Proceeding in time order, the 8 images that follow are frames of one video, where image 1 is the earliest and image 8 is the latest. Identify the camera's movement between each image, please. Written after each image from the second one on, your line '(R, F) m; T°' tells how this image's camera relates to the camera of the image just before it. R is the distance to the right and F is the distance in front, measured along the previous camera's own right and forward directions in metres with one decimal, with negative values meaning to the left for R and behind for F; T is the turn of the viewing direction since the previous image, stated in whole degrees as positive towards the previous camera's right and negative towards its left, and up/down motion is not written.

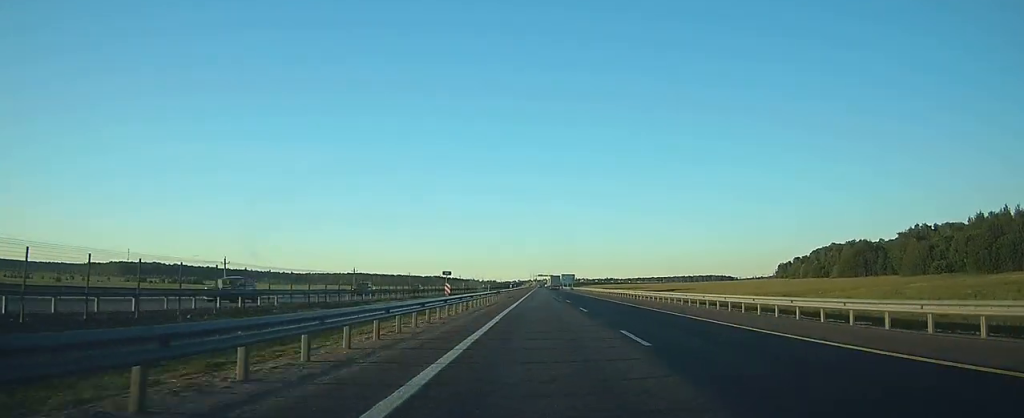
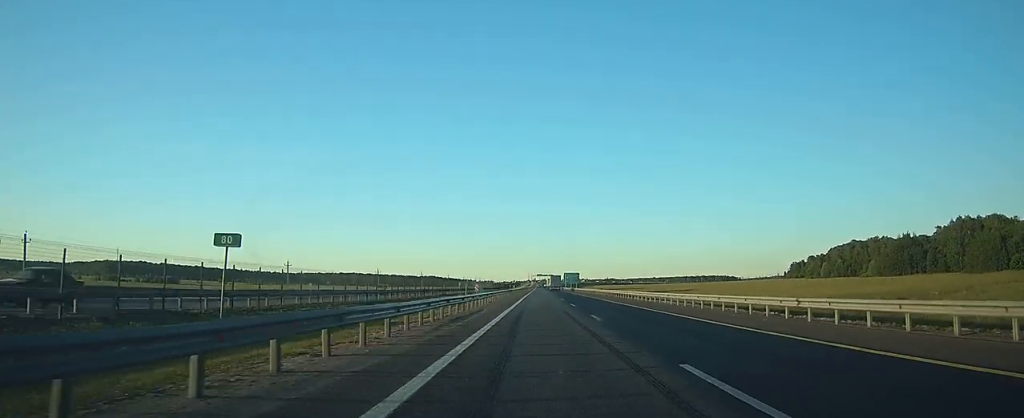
(0.0, +38.8) m; 0°
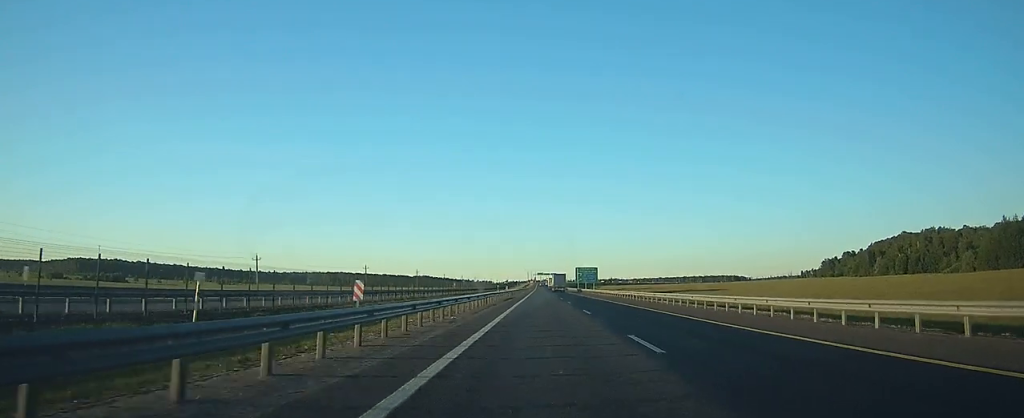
(+0.1, +74.0) m; 0°
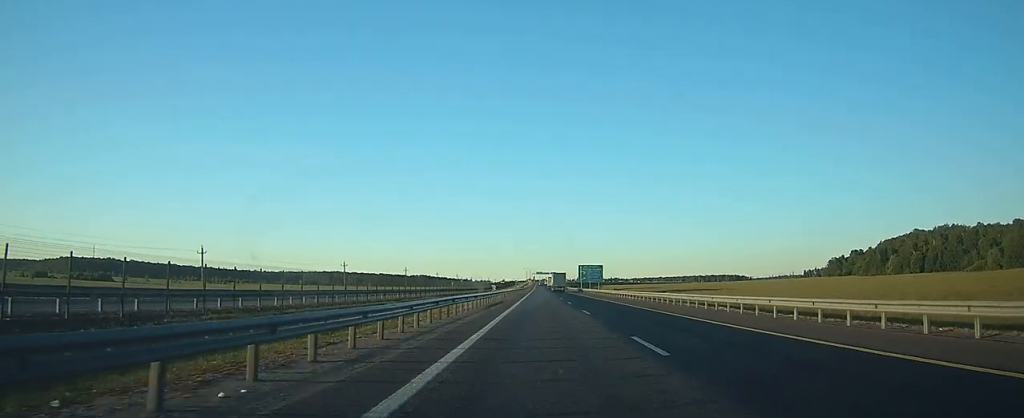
(0.0, +16.3) m; 0°
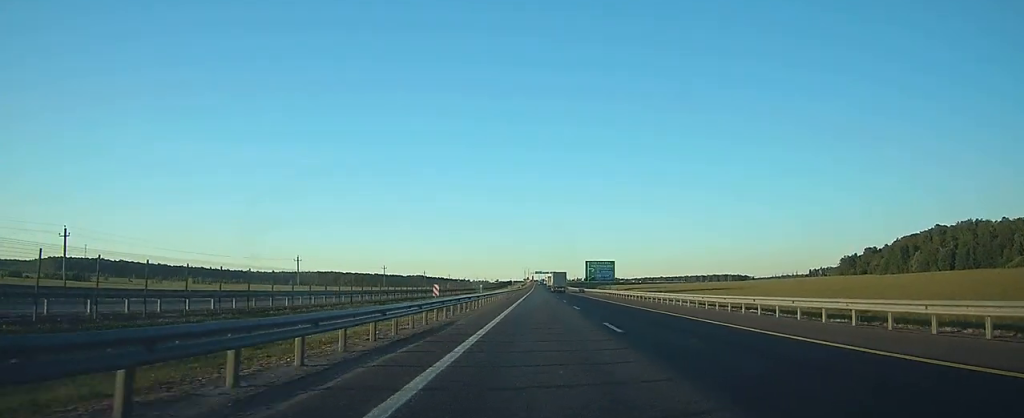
(0.0, +26.4) m; 0°
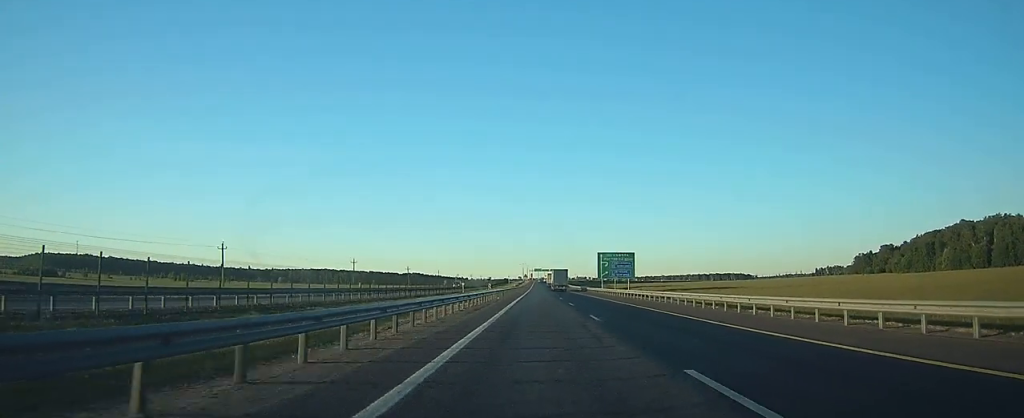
(0.0, +27.6) m; 0°
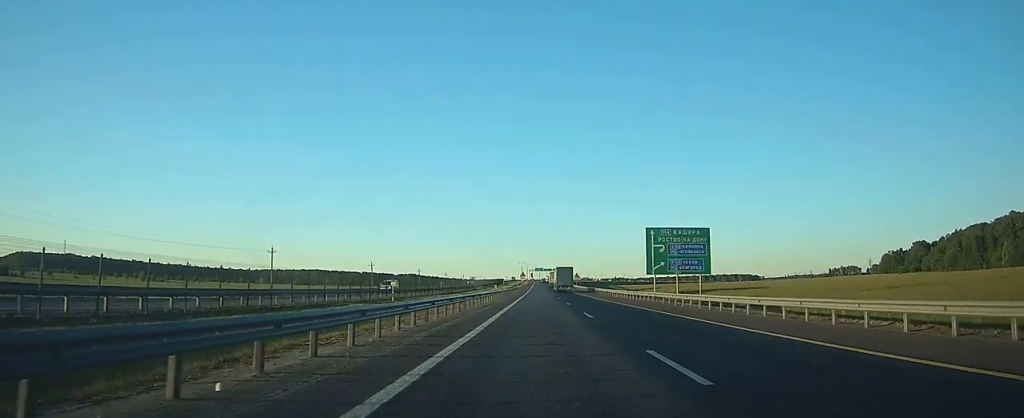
(-0.1, +45.2) m; 0°
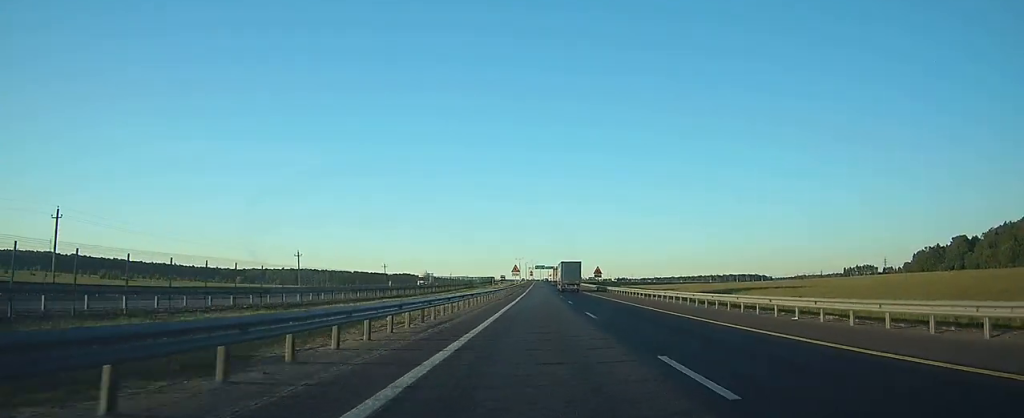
(0.0, +48.7) m; 0°
